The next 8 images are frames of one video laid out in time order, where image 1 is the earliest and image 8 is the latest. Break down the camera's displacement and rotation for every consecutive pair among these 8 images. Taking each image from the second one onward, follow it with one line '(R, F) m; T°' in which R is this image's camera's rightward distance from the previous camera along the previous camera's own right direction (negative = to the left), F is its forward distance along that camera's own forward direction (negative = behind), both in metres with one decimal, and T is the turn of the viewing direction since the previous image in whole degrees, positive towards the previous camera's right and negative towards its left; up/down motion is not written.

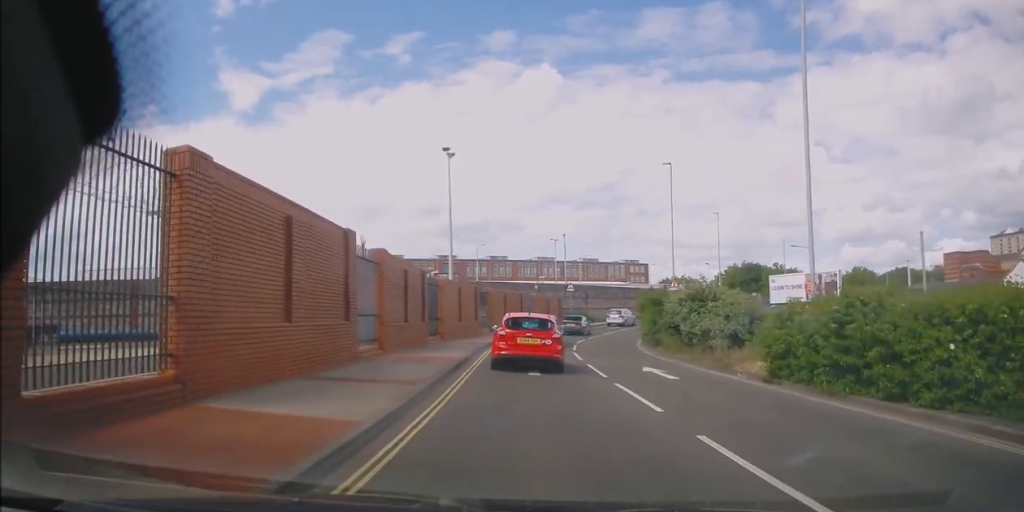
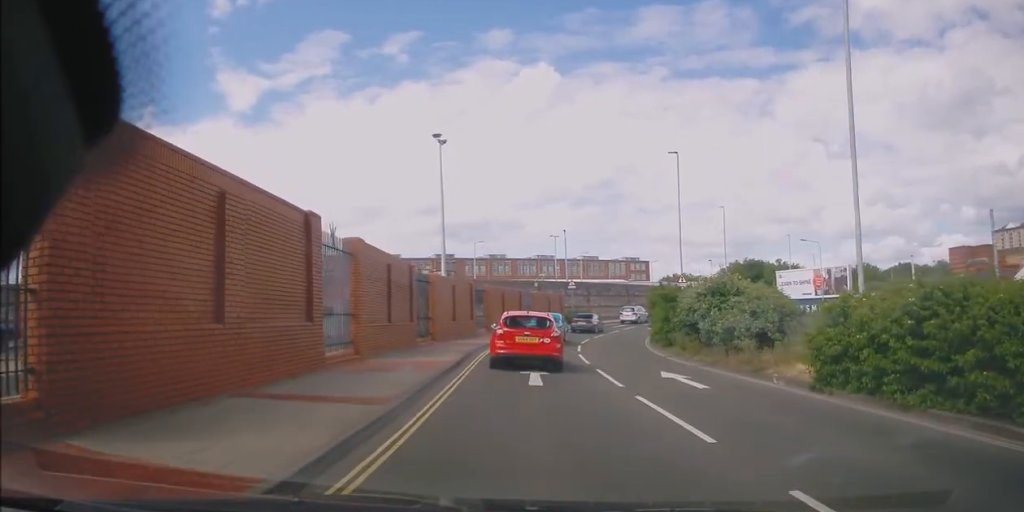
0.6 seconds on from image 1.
(0.0, +2.5) m; 0°
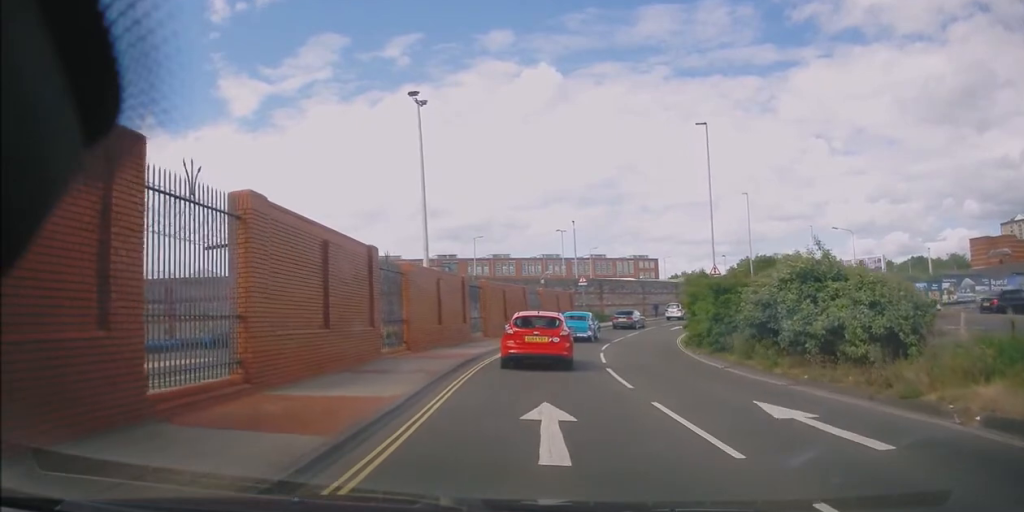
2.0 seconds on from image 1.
(0.0, +6.3) m; 0°
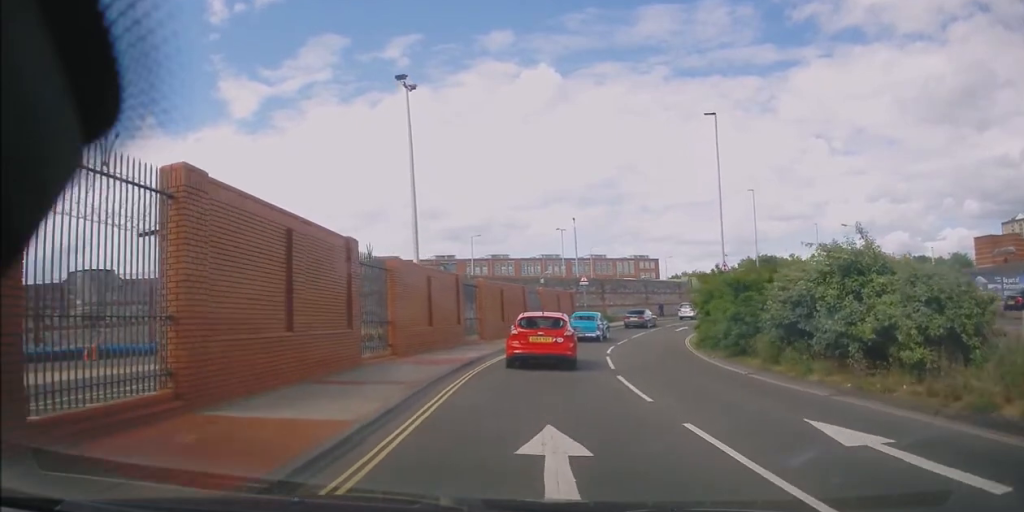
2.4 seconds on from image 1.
(0.0, +2.0) m; 0°
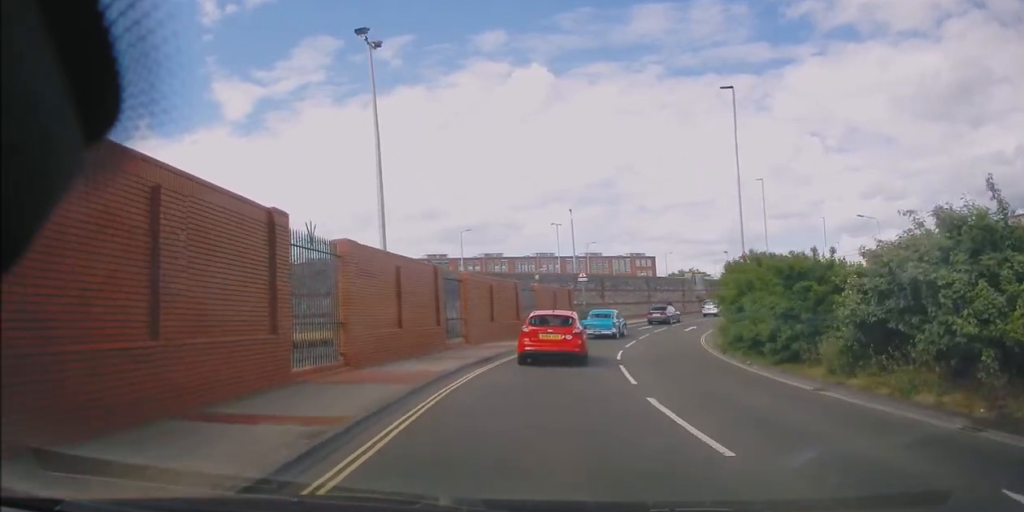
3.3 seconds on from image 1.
(0.0, +4.2) m; 0°
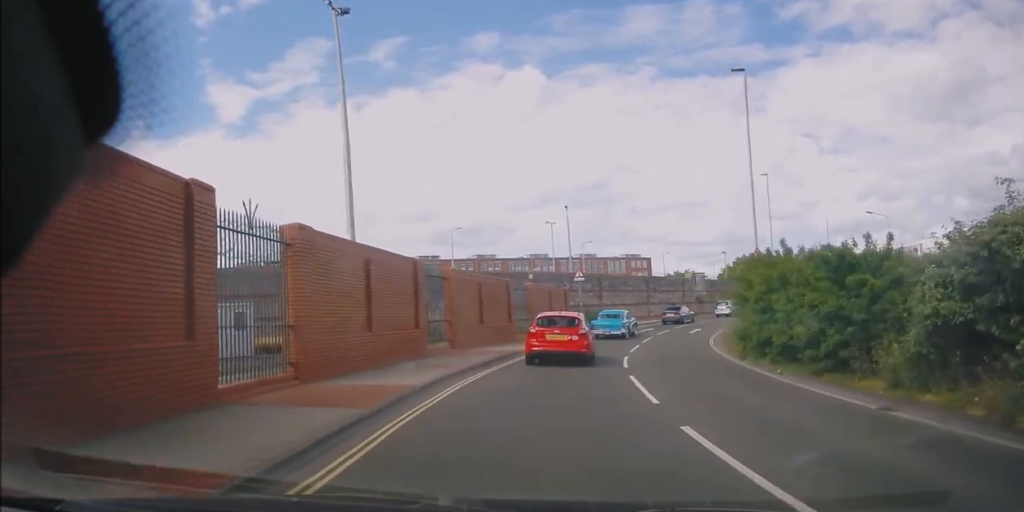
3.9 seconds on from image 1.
(0.0, +2.8) m; +1°
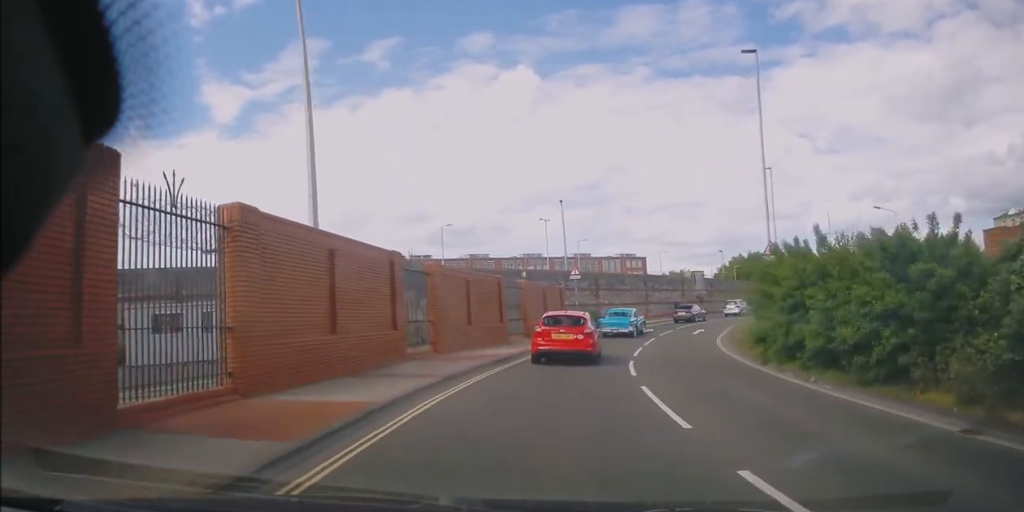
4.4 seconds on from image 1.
(0.0, +2.3) m; +1°
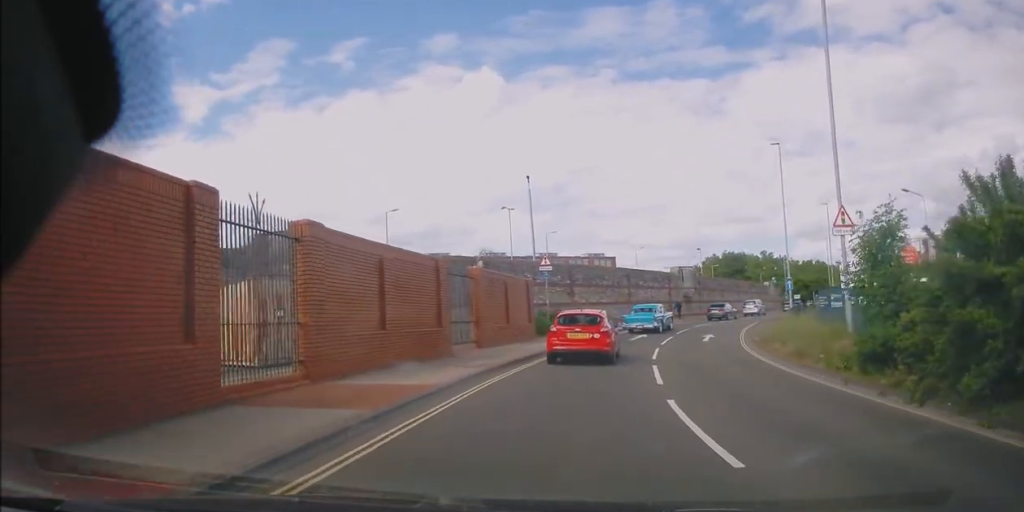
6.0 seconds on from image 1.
(+0.3, +8.8) m; +3°
